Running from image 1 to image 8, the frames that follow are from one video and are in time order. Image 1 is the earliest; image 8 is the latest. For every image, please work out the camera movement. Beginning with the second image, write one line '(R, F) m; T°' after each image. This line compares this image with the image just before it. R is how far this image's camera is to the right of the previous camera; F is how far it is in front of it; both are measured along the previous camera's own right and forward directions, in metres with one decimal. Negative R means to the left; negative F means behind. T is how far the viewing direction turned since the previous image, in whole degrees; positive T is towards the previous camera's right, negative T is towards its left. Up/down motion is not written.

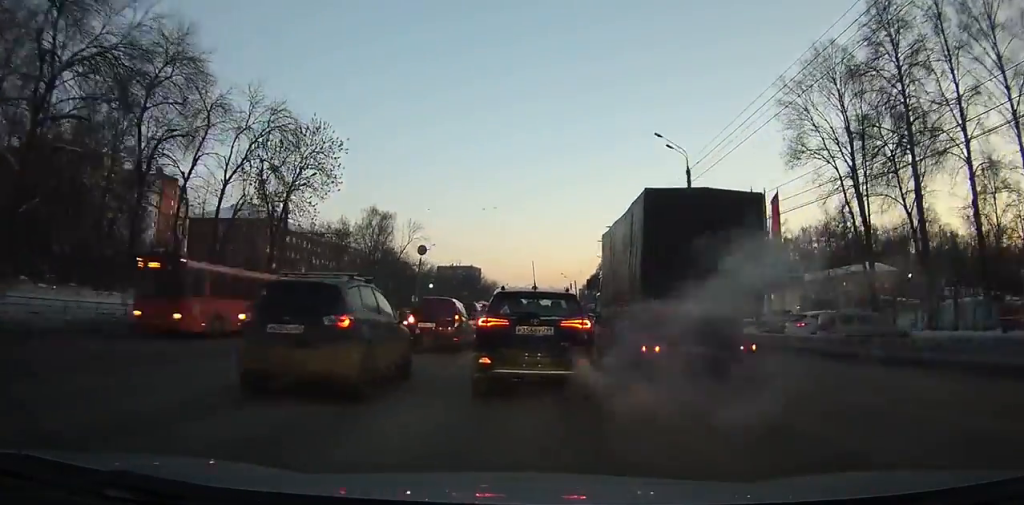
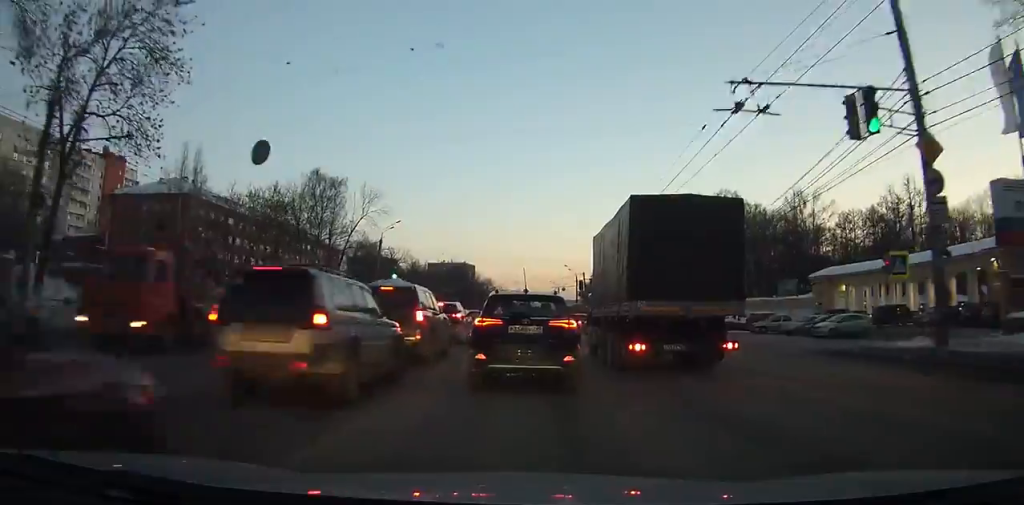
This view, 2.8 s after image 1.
(-0.1, +24.2) m; -1°
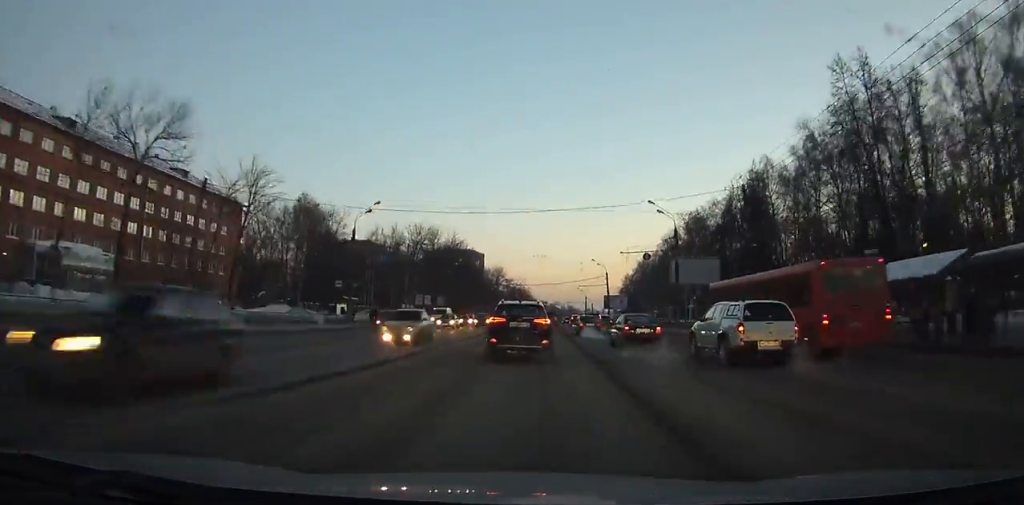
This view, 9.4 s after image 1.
(-1.6, +78.8) m; -2°
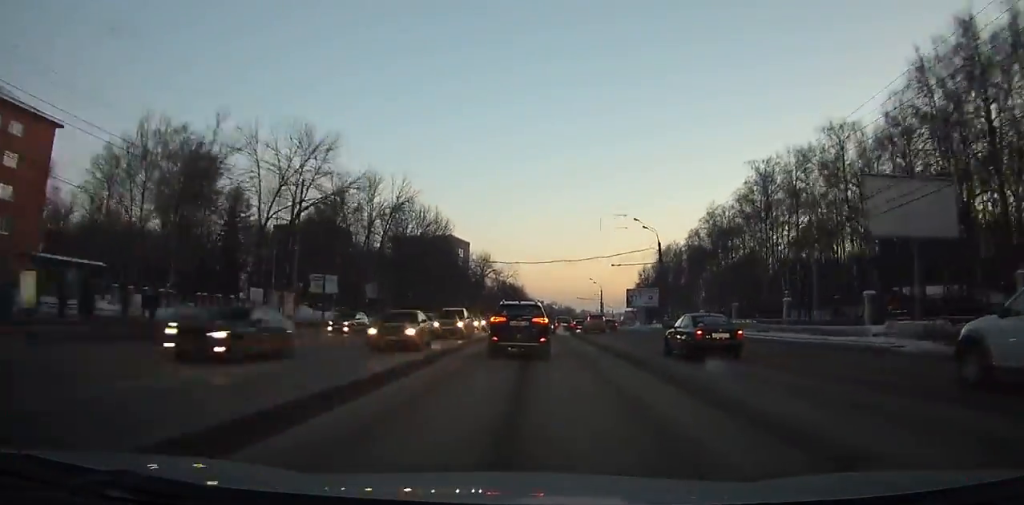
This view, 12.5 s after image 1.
(+0.1, +45.3) m; +1°
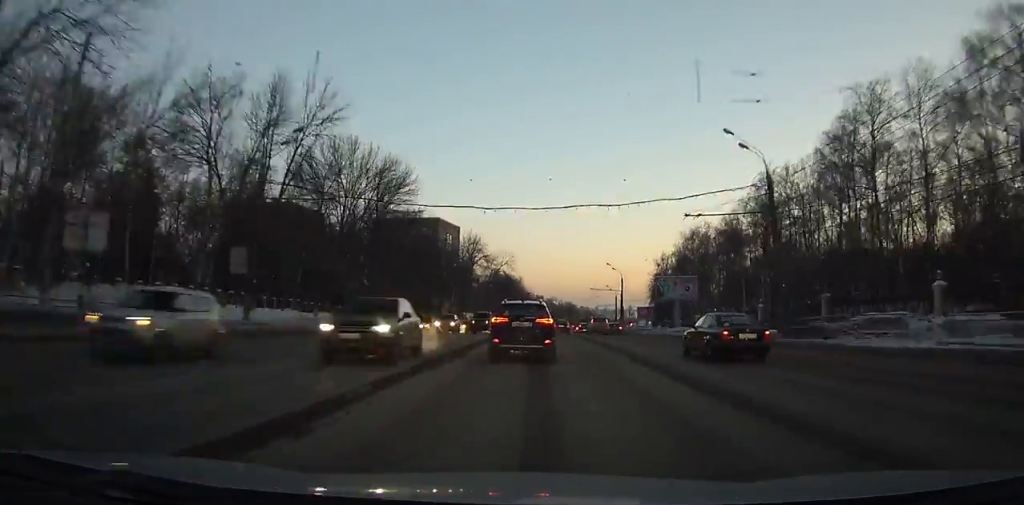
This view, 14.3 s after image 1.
(+0.2, +27.5) m; +1°
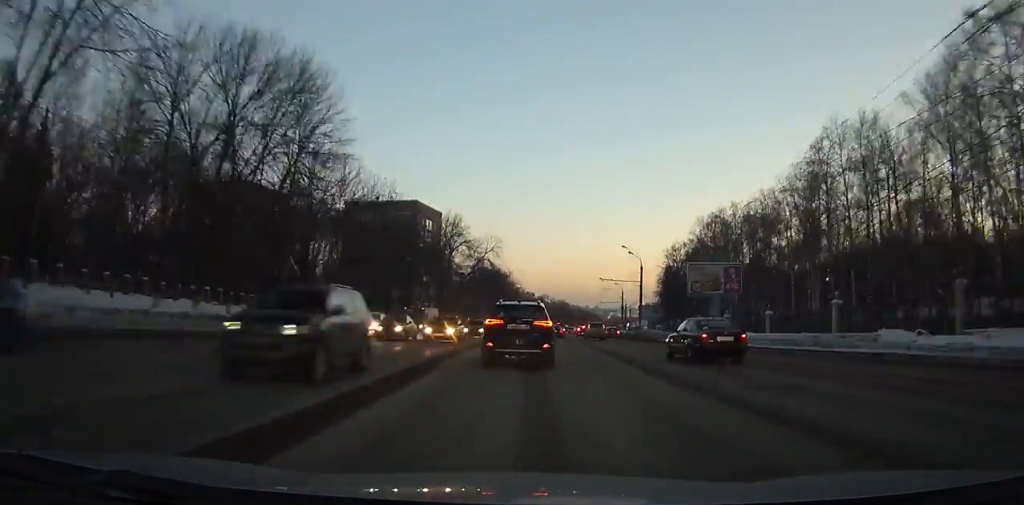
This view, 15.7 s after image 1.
(+0.1, +21.8) m; +1°
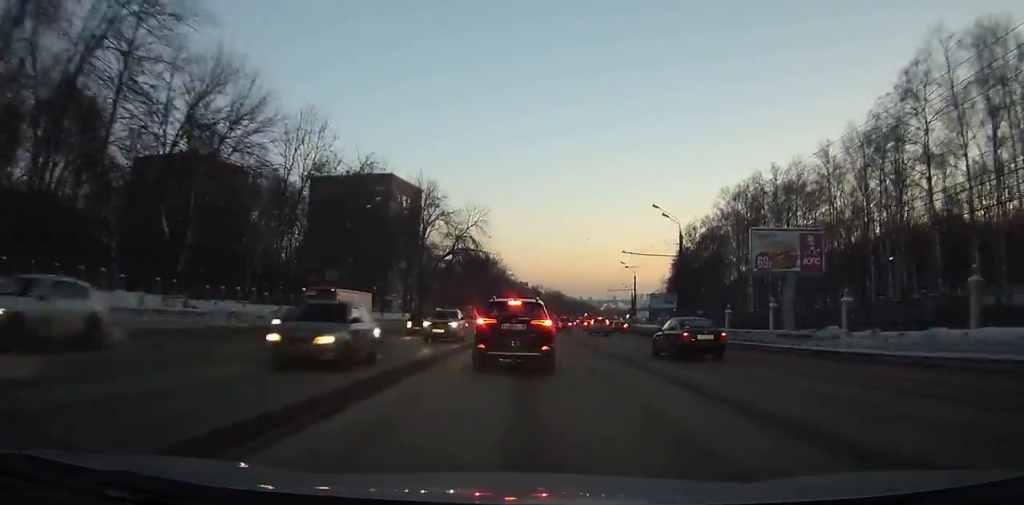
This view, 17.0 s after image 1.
(0.0, +20.0) m; +1°
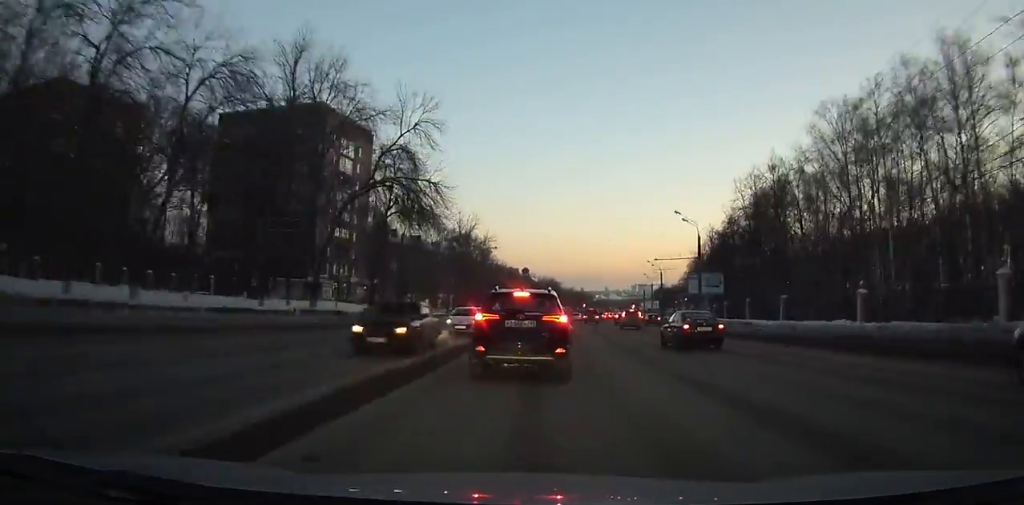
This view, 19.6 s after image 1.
(+0.3, +38.9) m; +2°
